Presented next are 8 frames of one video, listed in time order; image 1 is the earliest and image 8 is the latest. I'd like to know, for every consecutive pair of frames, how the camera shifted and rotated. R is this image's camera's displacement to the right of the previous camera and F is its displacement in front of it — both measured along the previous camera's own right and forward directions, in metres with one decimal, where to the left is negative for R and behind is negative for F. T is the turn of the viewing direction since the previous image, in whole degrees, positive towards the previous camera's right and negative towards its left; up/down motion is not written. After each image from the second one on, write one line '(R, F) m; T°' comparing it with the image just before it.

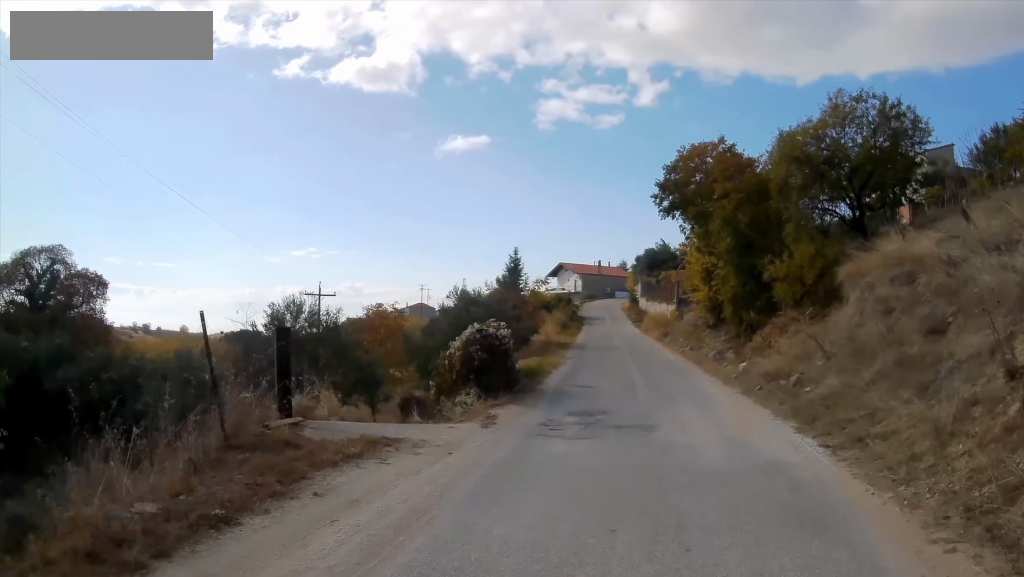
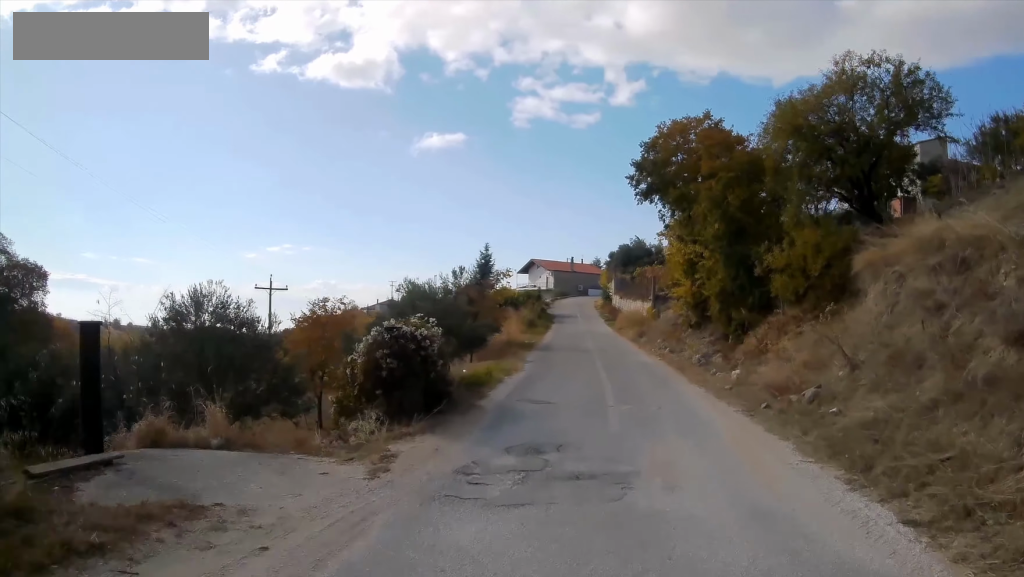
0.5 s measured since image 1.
(+0.1, +3.8) m; +1°
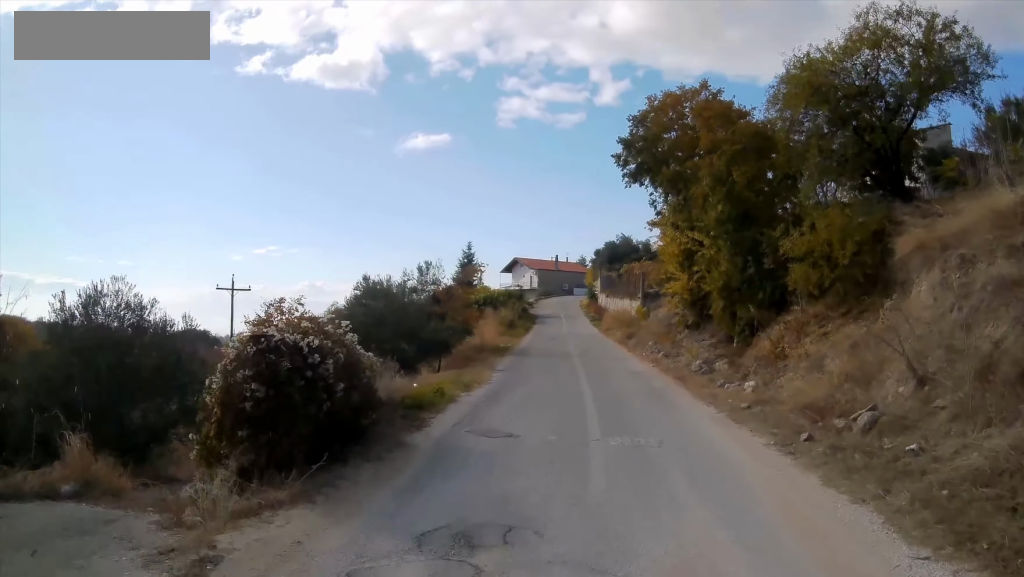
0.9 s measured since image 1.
(0.0, +3.5) m; 0°
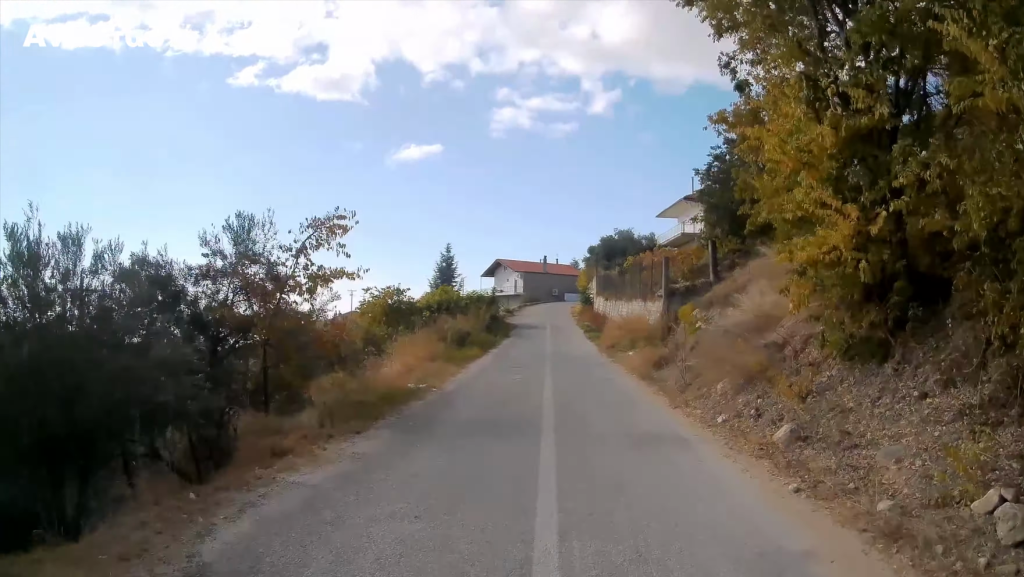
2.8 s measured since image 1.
(+0.1, +15.2) m; 0°
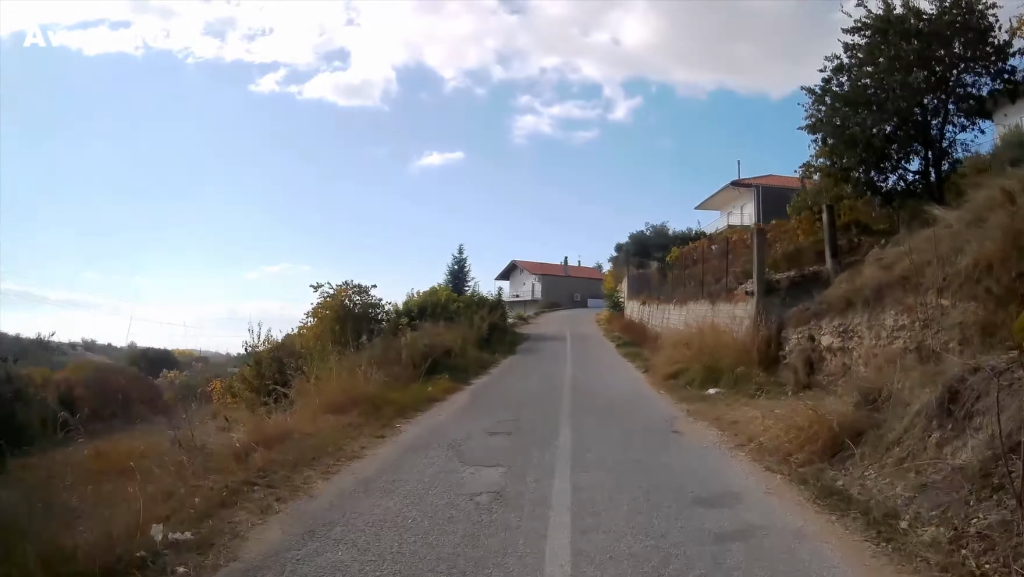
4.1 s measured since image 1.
(0.0, +10.5) m; -1°
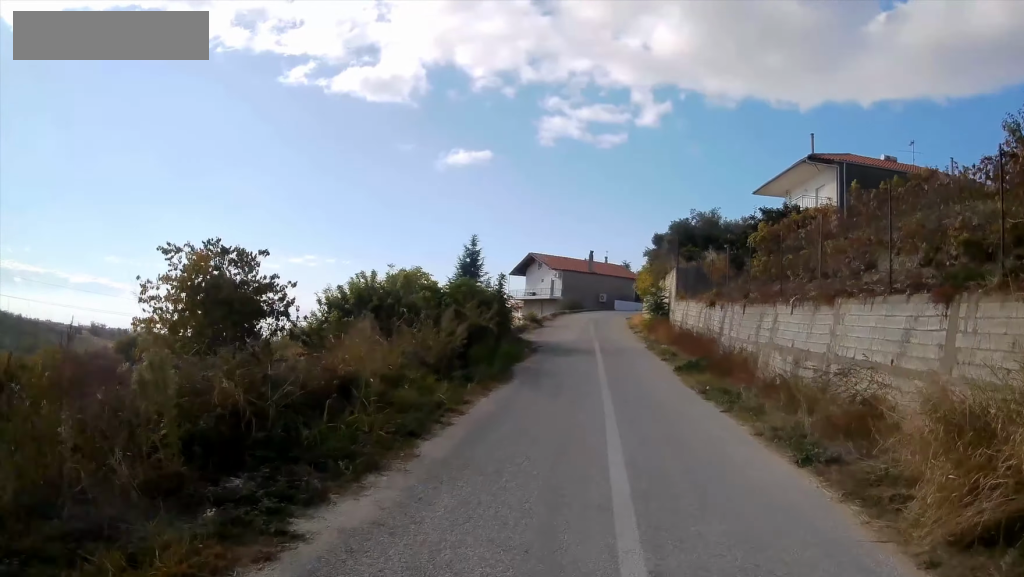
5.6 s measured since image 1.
(-0.2, +11.8) m; -1°
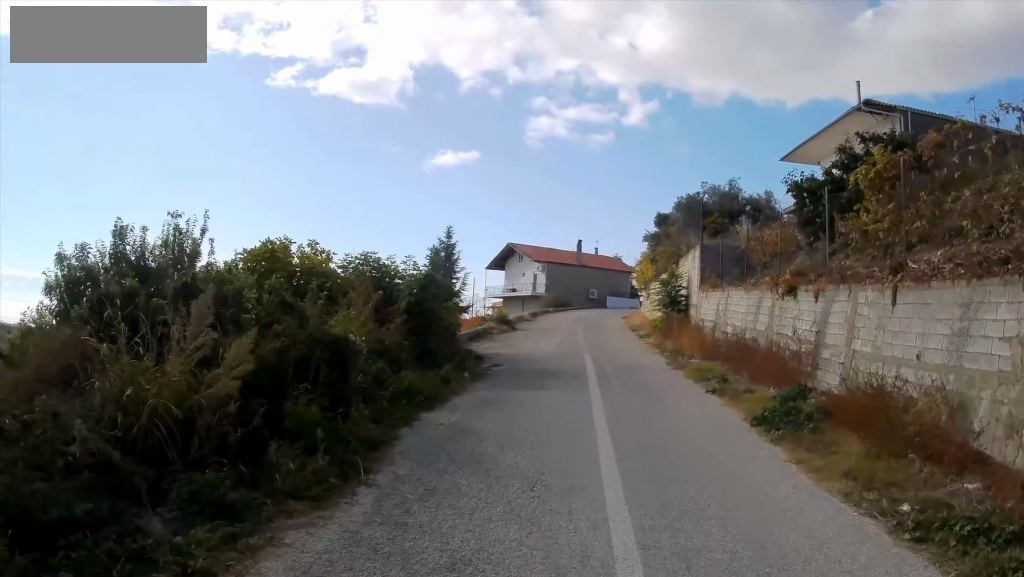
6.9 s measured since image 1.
(+0.1, +10.4) m; +1°
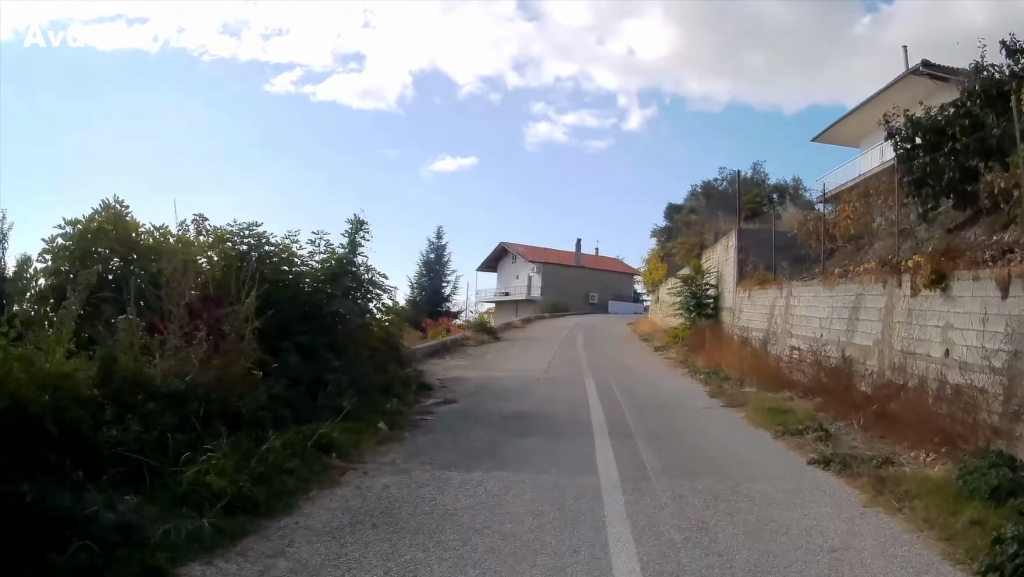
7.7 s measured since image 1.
(0.0, +6.0) m; 0°
